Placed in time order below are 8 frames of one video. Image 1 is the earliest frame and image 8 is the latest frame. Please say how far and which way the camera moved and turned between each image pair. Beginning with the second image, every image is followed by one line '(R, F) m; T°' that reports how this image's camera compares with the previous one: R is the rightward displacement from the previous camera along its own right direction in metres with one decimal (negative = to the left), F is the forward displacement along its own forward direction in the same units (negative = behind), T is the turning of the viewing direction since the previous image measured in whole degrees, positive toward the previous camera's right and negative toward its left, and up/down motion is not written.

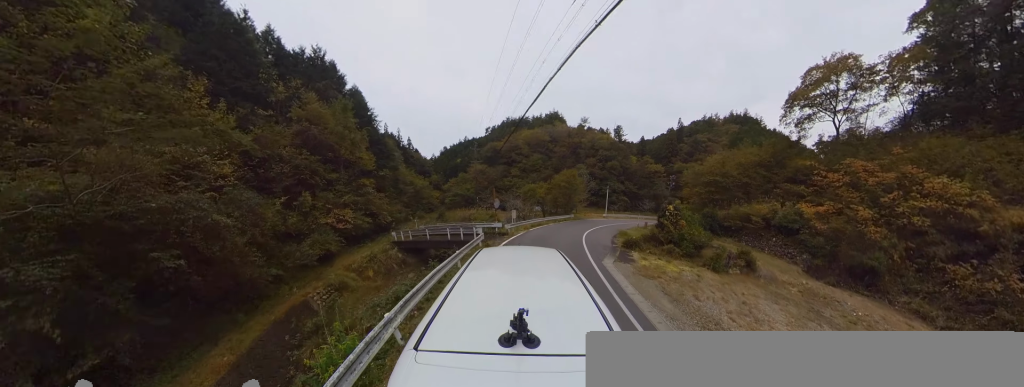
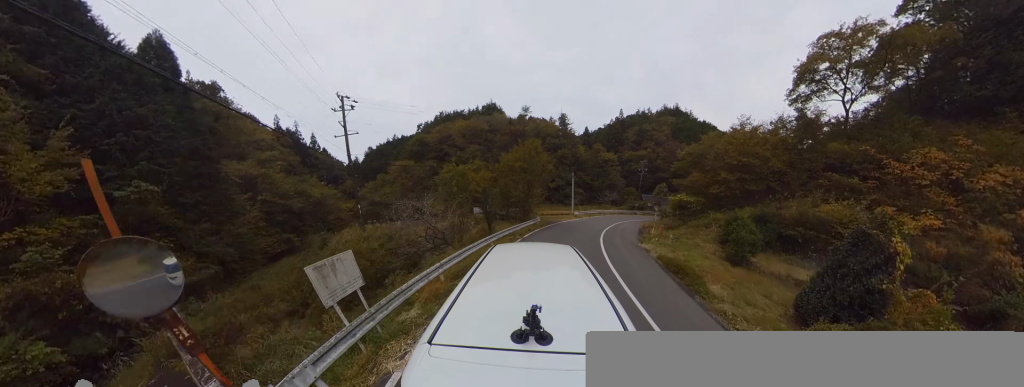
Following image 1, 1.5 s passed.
(+1.8, +12.0) m; +14°
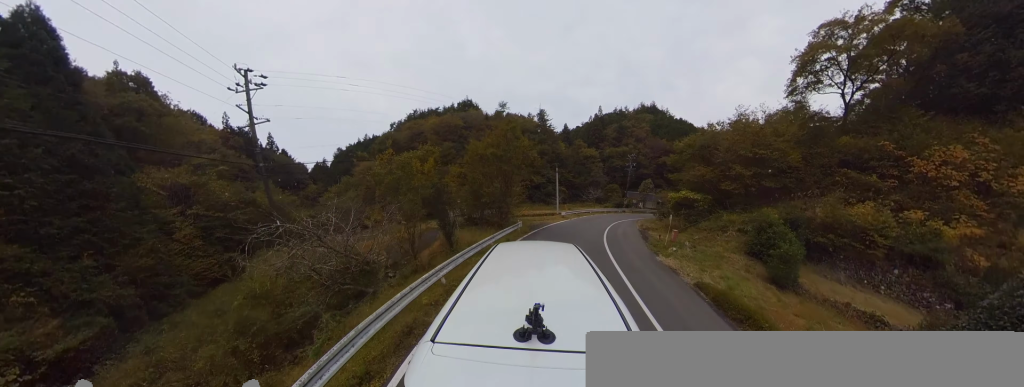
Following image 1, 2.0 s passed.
(+0.2, +3.7) m; +7°
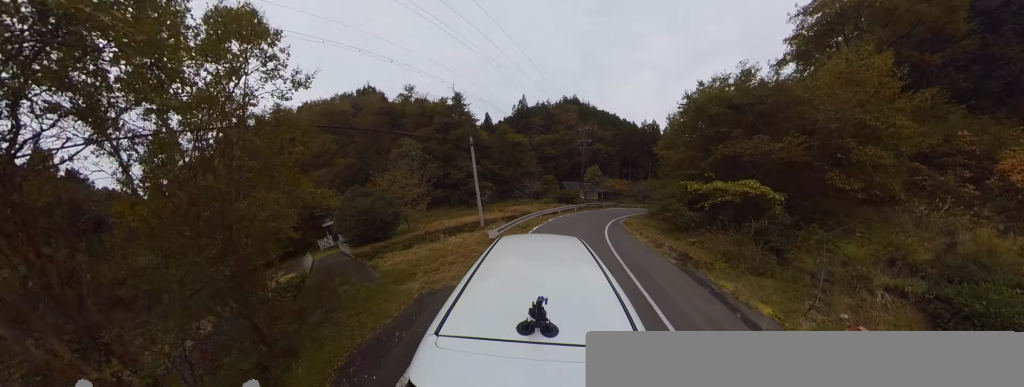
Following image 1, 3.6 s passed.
(+3.3, +12.4) m; +31°
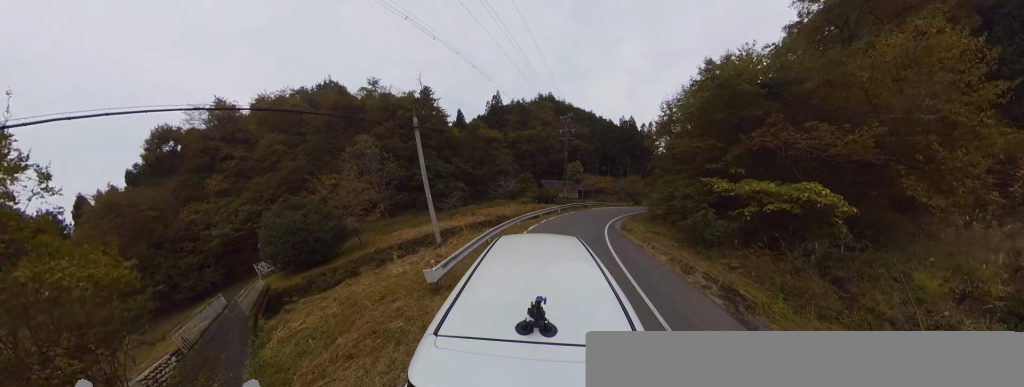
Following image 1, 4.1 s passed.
(+0.5, +4.3) m; +3°
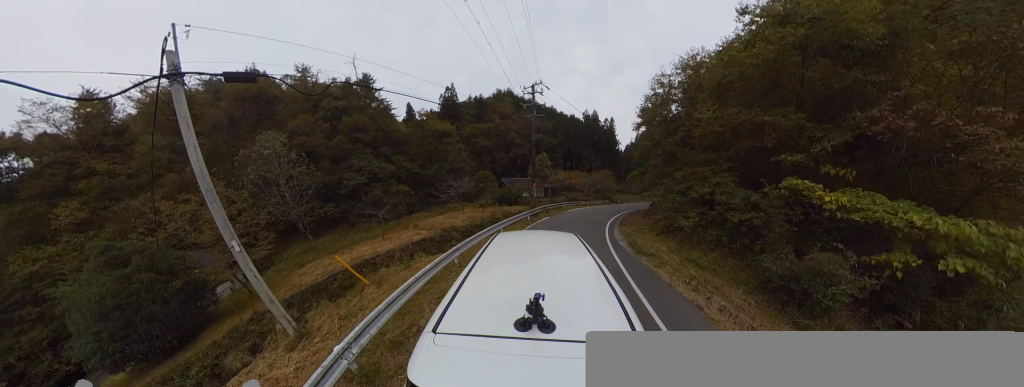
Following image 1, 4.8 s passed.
(+0.4, +6.4) m; +6°
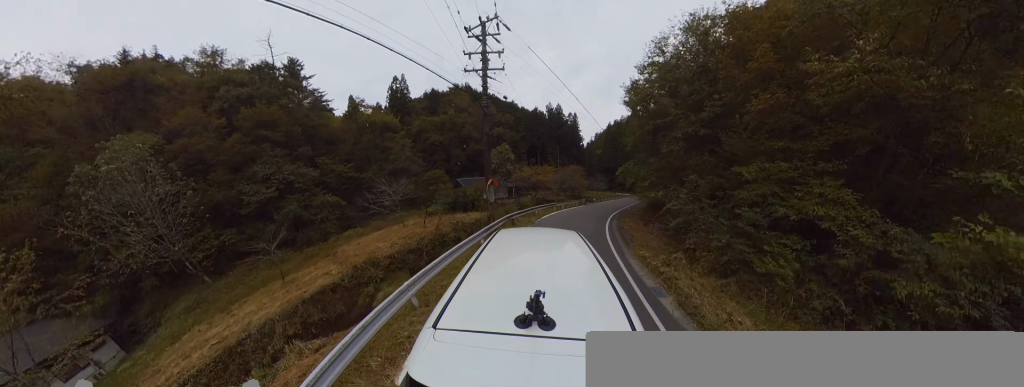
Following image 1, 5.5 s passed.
(-0.4, +6.3) m; +12°
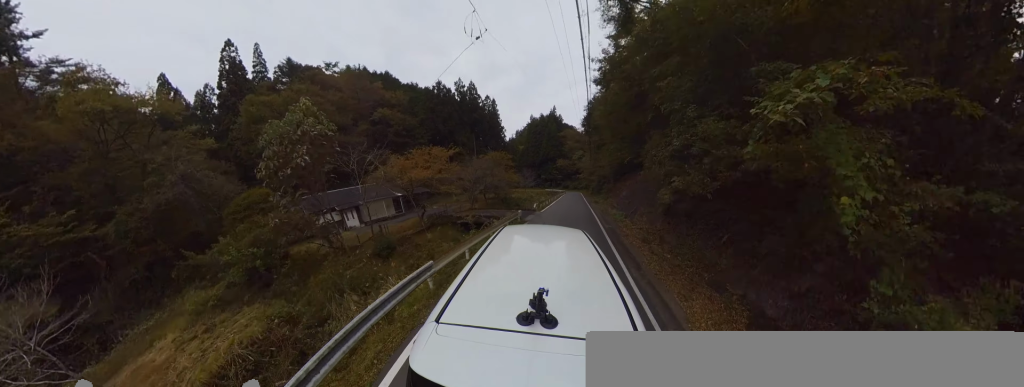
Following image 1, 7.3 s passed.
(+4.5, +15.5) m; +22°
